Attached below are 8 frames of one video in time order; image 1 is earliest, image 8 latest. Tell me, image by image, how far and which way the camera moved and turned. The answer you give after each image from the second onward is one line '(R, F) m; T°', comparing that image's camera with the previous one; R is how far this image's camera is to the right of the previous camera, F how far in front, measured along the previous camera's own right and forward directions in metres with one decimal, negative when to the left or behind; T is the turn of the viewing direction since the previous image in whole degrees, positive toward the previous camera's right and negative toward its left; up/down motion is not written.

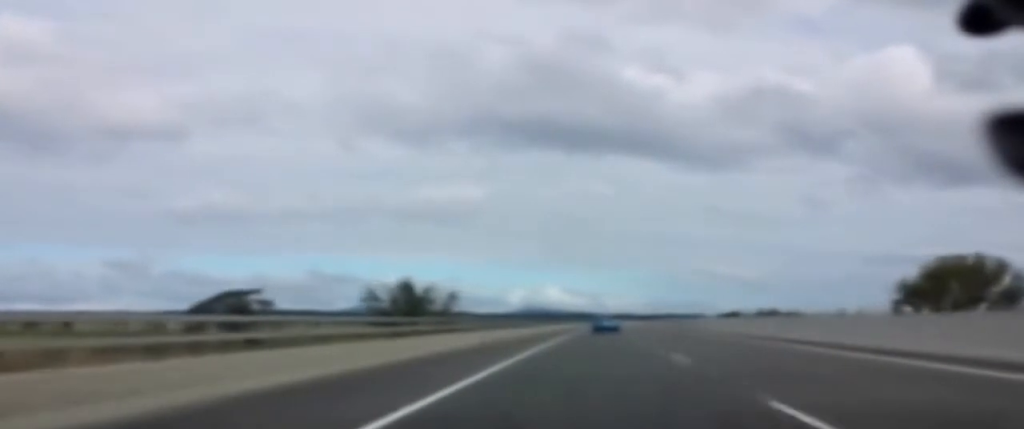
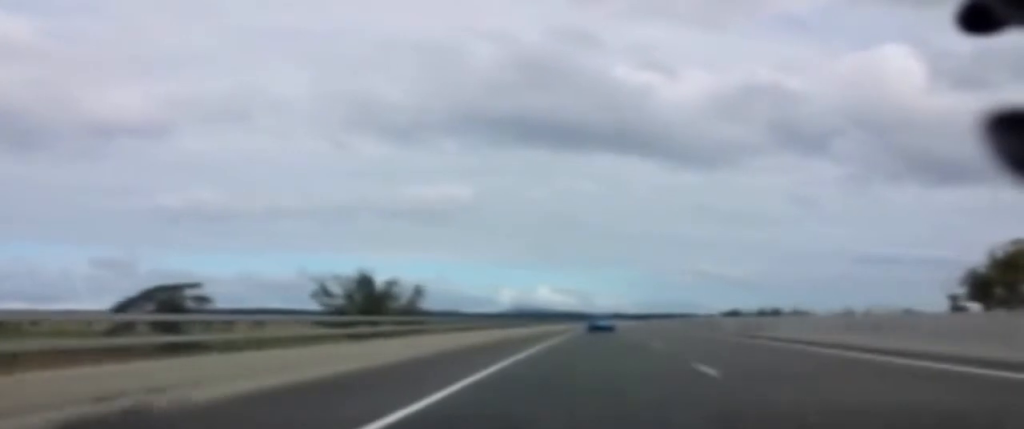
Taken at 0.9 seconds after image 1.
(+0.2, +28.3) m; +1°
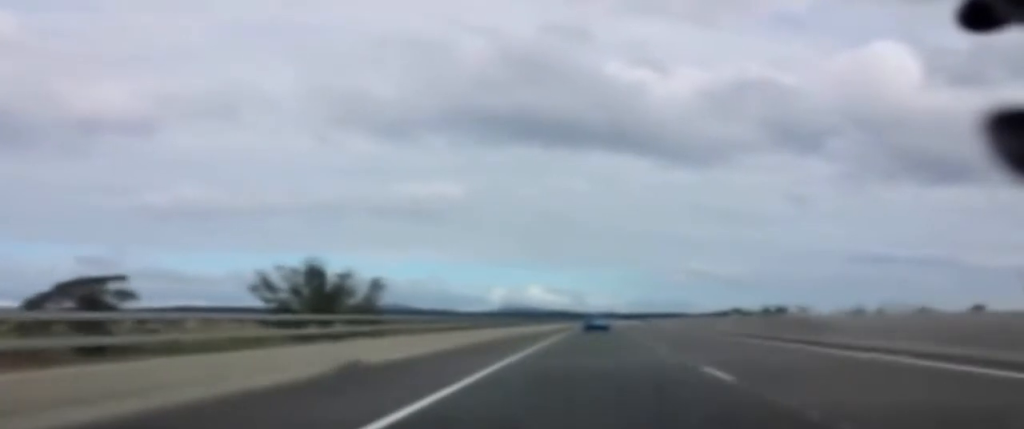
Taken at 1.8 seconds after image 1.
(+0.1, +25.3) m; 0°
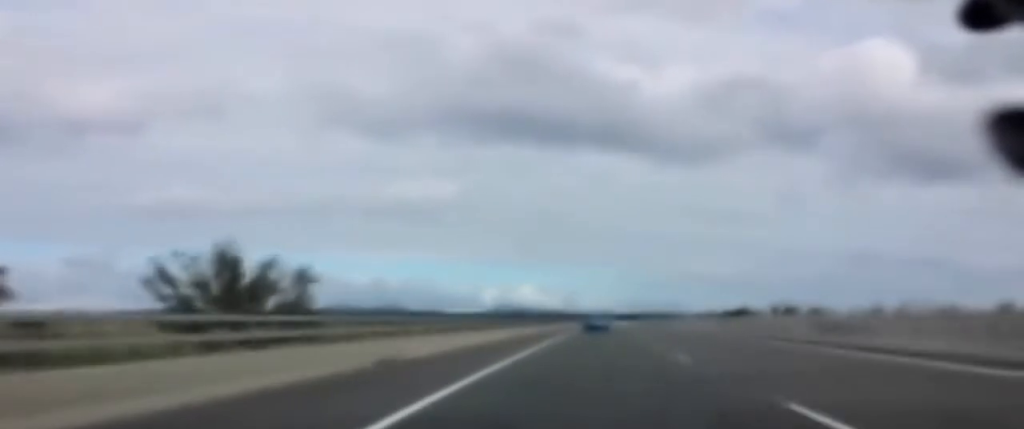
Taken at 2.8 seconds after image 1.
(-0.1, +31.4) m; 0°
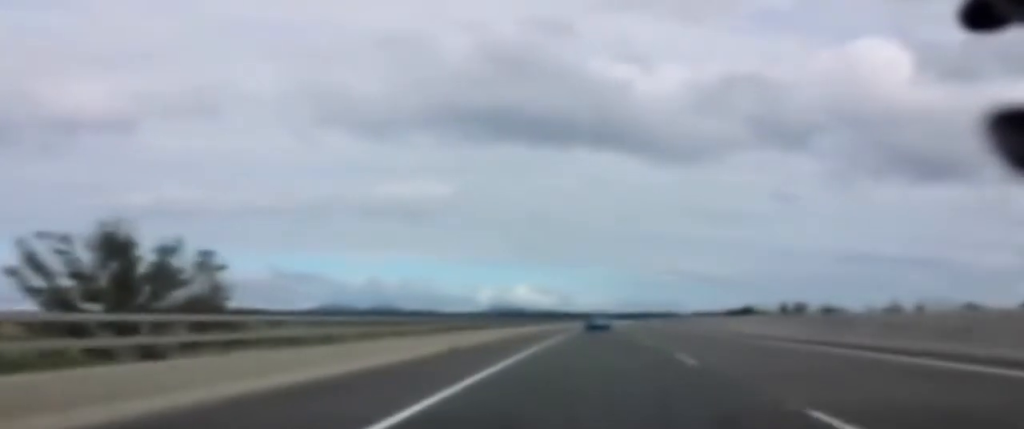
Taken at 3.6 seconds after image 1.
(0.0, +25.4) m; 0°
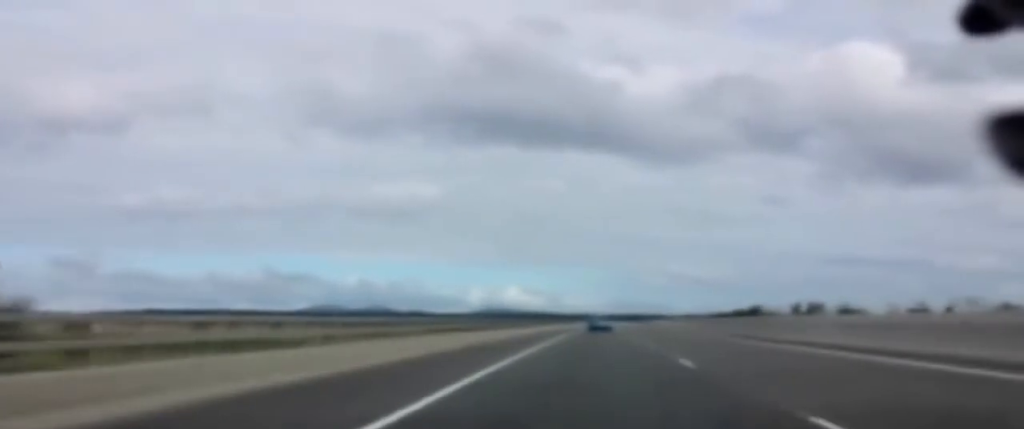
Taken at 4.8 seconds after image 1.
(+0.3, +36.6) m; +1°
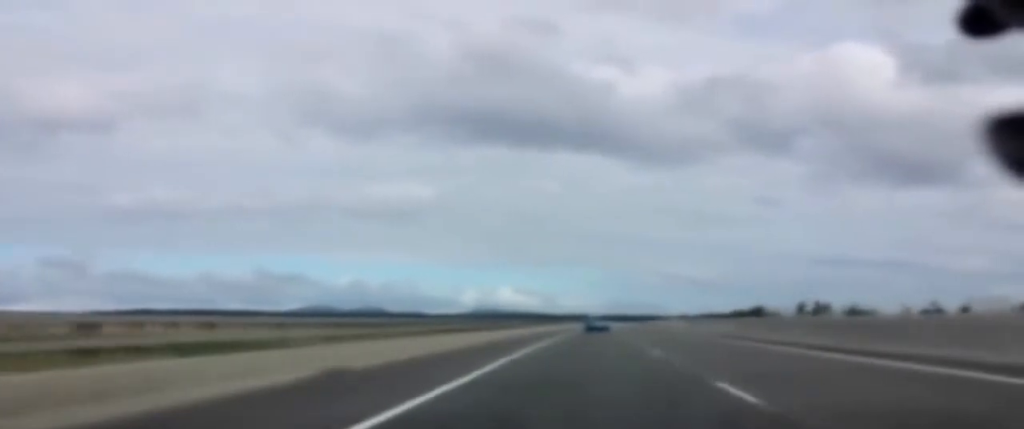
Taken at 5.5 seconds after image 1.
(+0.1, +19.3) m; 0°
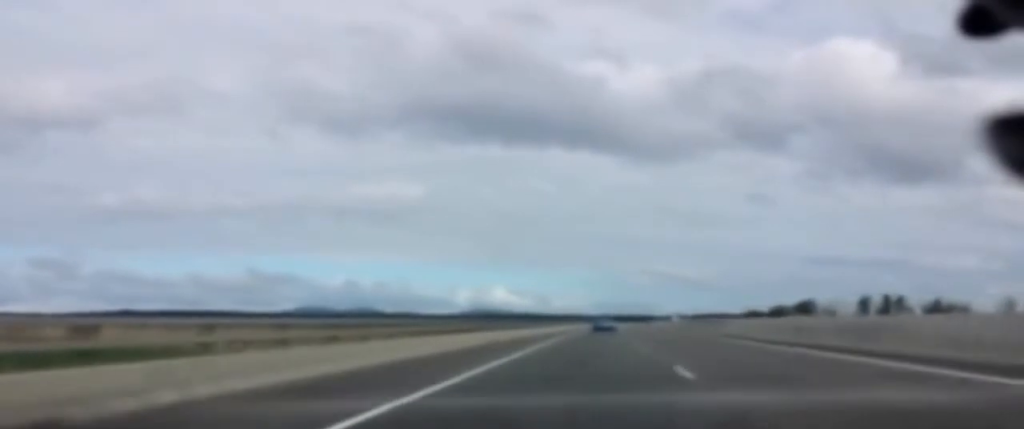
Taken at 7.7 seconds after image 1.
(+0.8, +68.0) m; +1°
